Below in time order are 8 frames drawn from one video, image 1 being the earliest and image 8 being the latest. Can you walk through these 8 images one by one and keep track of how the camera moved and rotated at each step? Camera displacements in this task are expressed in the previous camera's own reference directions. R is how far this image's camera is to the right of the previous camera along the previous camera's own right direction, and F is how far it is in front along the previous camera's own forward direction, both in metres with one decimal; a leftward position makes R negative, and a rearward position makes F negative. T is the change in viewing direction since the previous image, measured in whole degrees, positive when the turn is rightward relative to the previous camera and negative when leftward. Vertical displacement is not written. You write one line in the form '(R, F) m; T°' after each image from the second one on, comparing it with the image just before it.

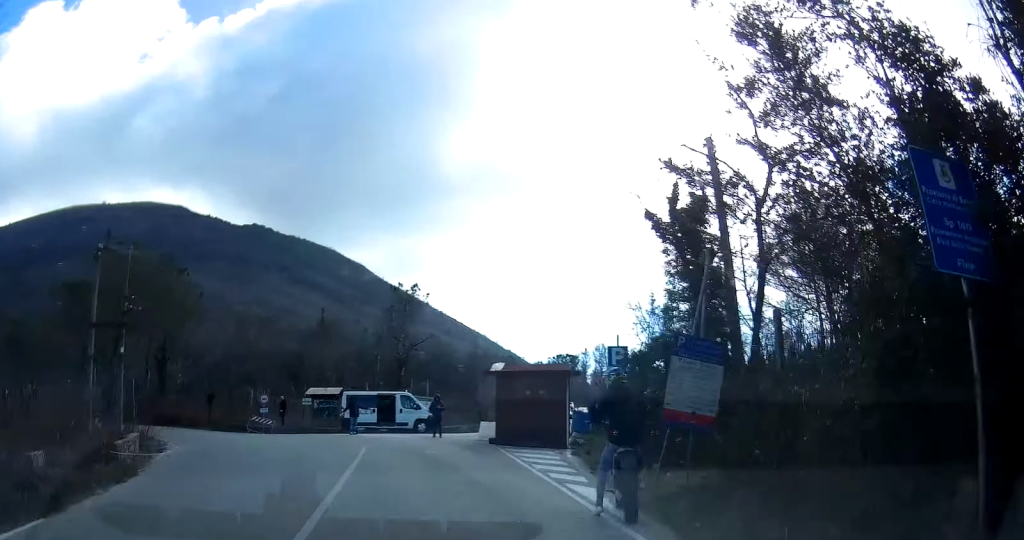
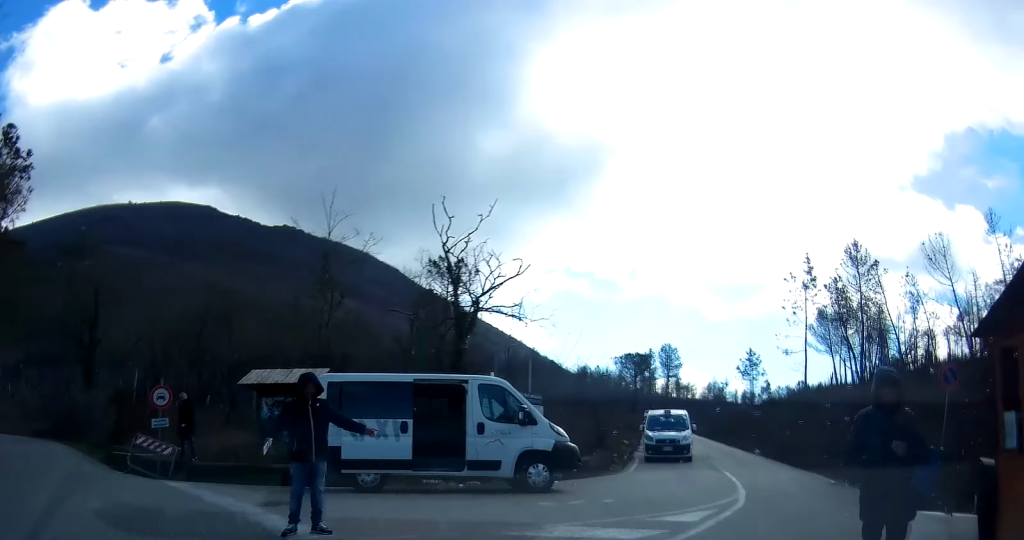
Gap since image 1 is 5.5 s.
(-0.5, +25.8) m; +6°
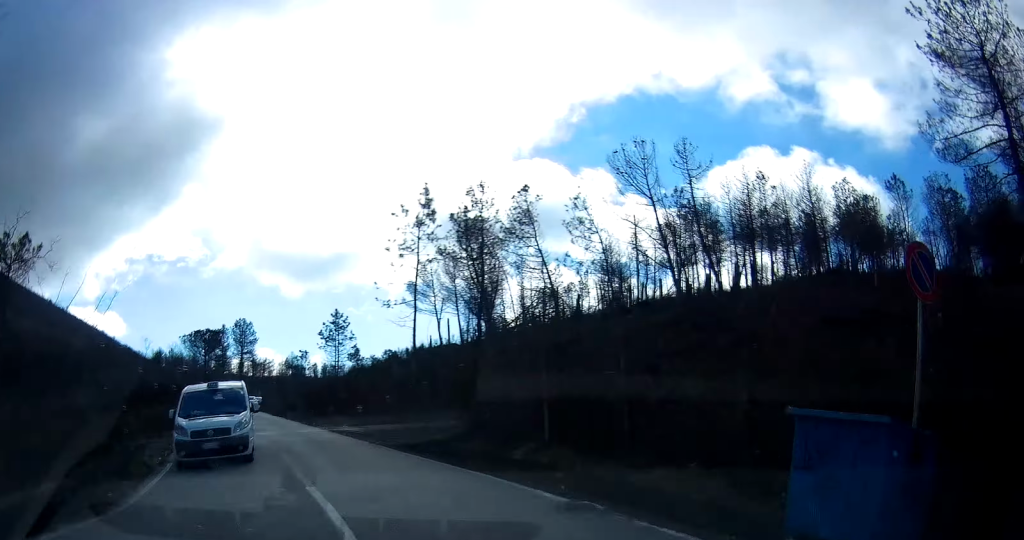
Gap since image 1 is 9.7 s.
(+1.6, +14.8) m; +10°
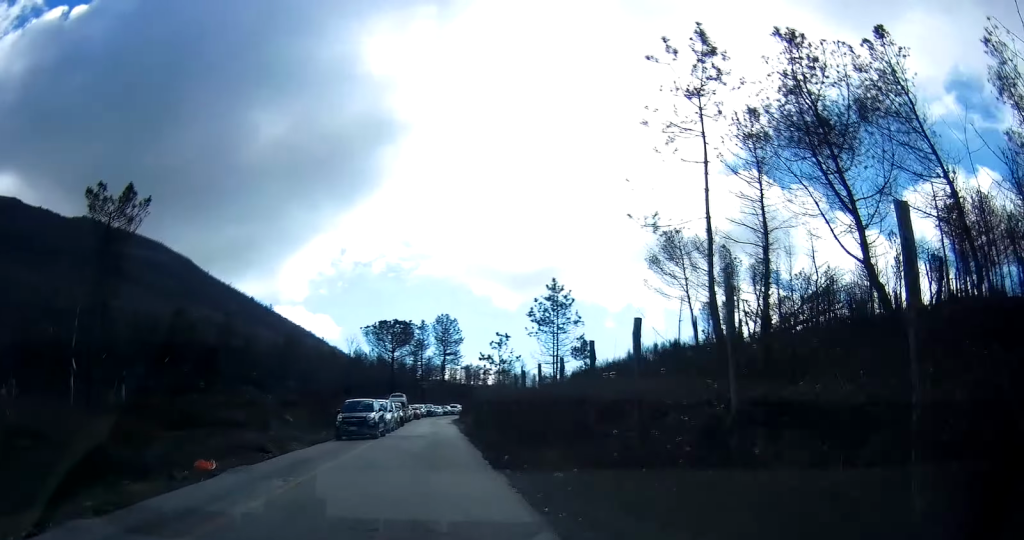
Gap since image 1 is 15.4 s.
(+1.4, +19.4) m; +1°
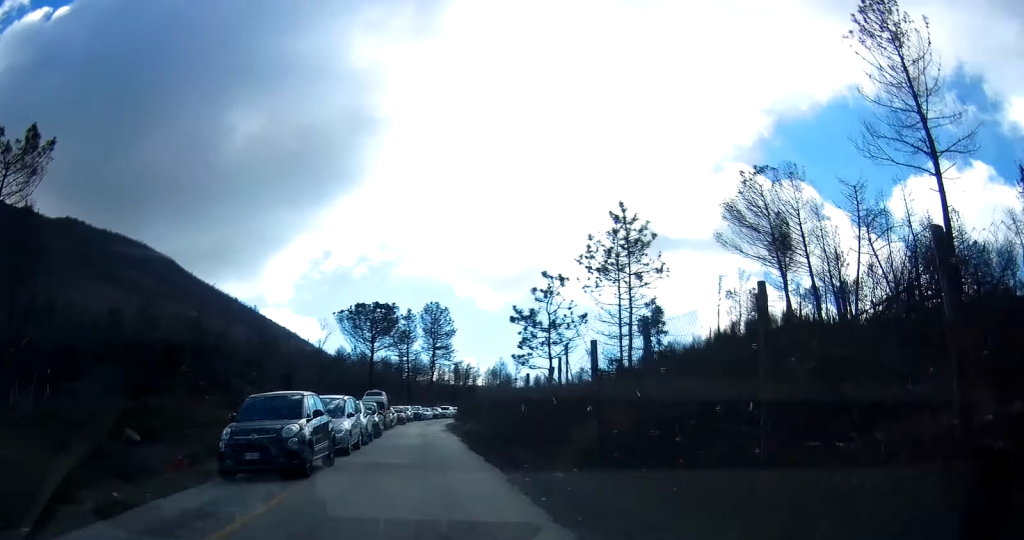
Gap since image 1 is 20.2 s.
(-1.0, +18.3) m; -4°
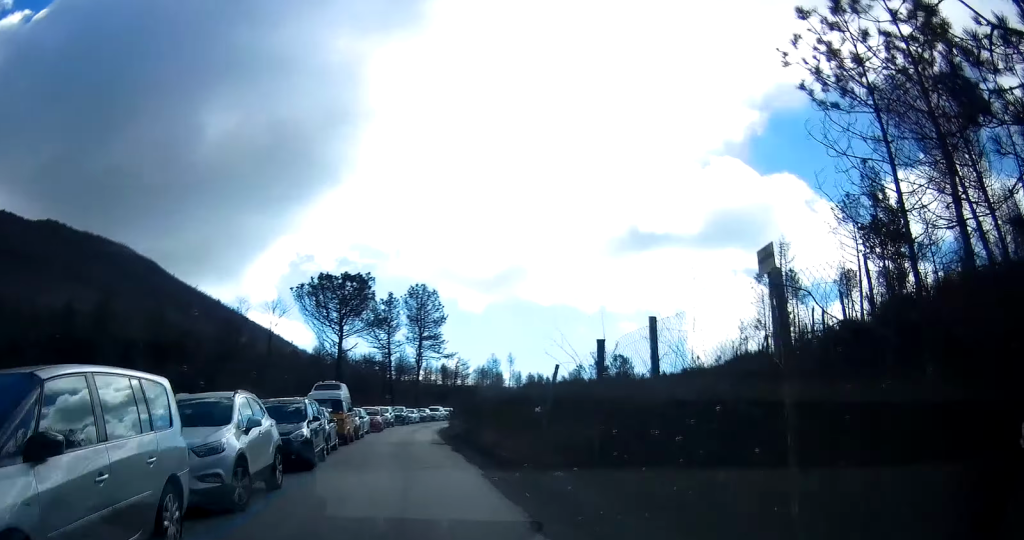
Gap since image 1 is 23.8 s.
(-0.3, +16.0) m; -1°
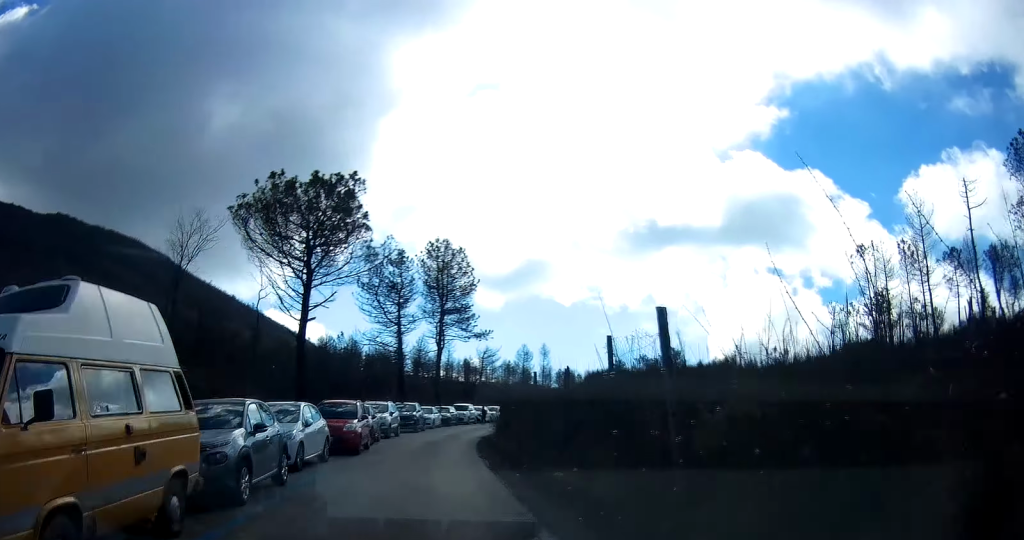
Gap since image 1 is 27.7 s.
(+0.2, +20.4) m; +1°
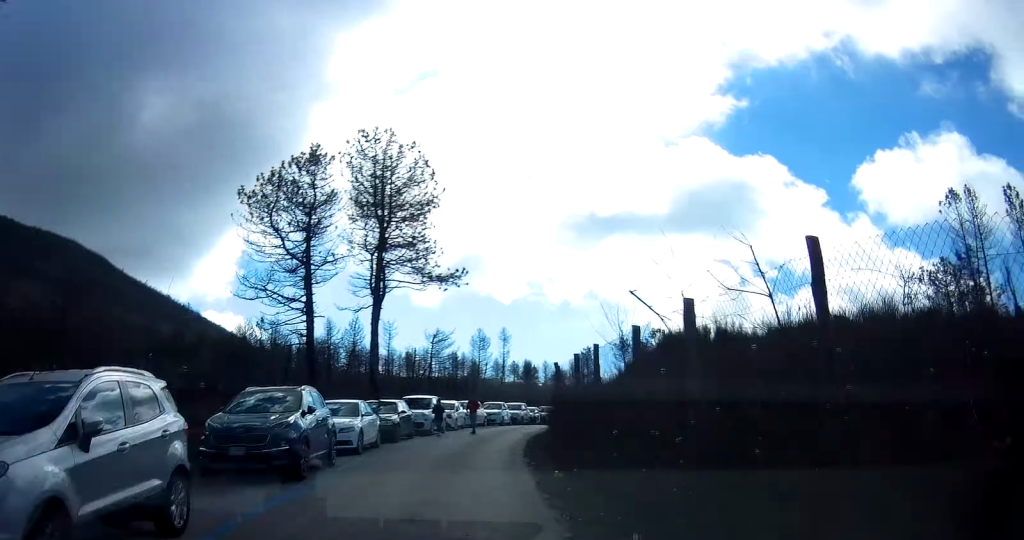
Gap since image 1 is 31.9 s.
(+0.2, +23.5) m; +6°
